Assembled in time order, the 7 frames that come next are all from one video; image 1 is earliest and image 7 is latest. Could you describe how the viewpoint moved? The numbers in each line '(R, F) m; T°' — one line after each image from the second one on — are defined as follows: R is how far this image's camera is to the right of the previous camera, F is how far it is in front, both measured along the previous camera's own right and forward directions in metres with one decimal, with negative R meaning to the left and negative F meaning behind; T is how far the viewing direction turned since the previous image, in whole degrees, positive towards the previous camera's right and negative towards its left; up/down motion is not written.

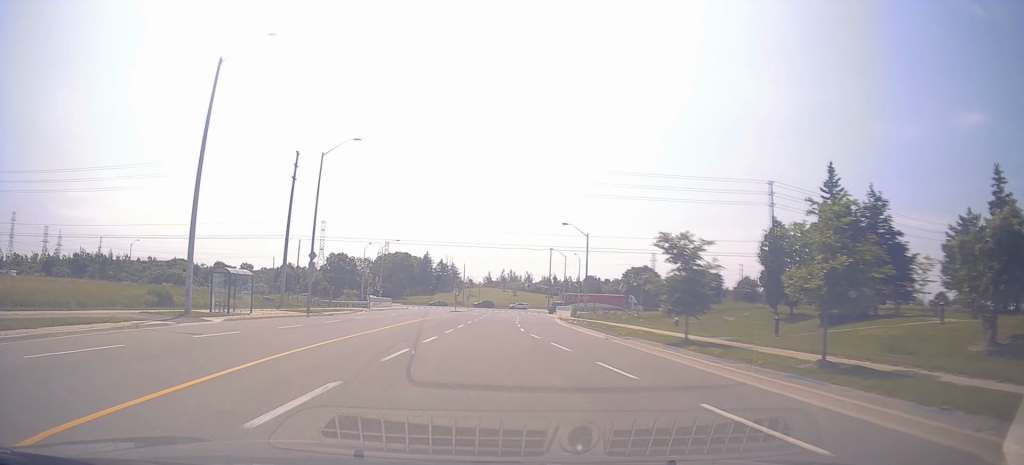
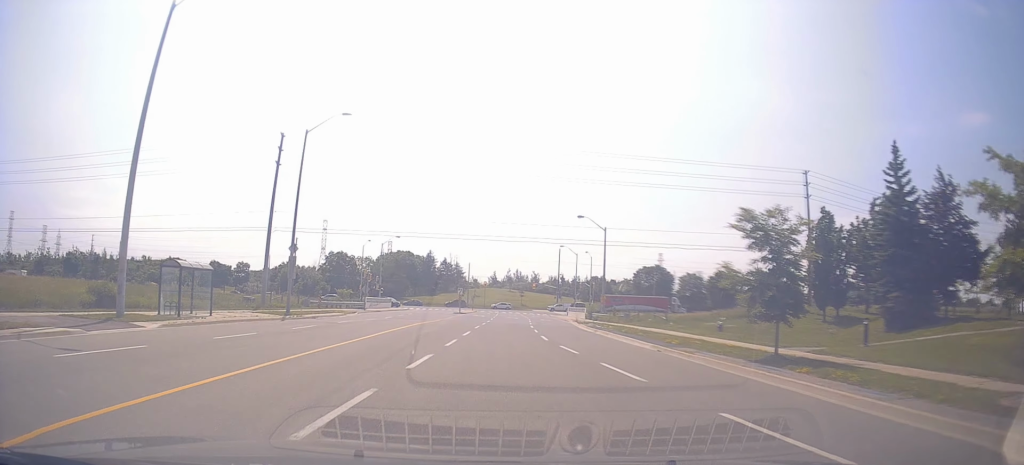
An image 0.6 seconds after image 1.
(0.0, +5.8) m; 0°
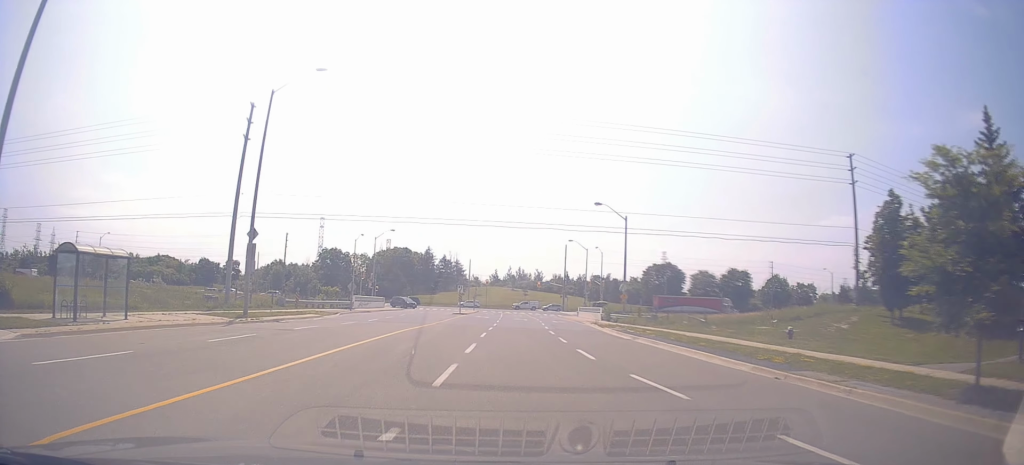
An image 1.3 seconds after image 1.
(-0.1, +7.5) m; 0°
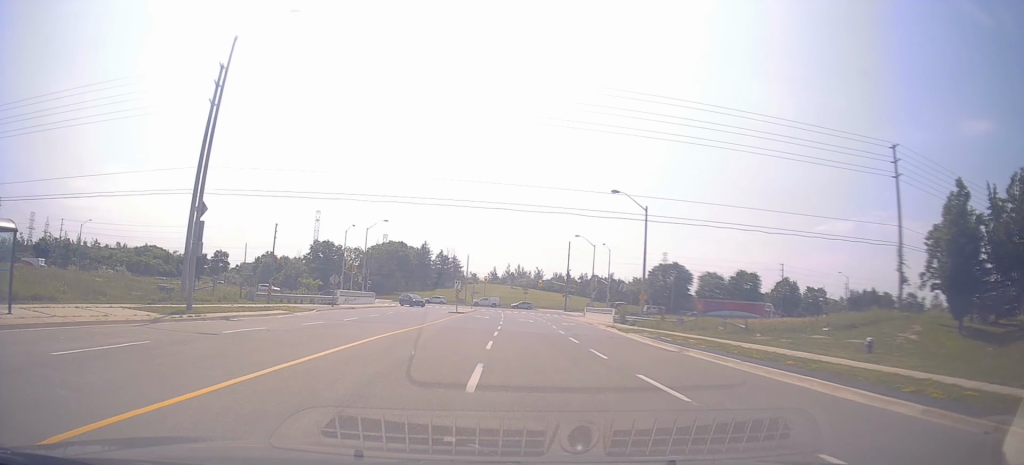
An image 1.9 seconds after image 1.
(+0.1, +6.4) m; 0°
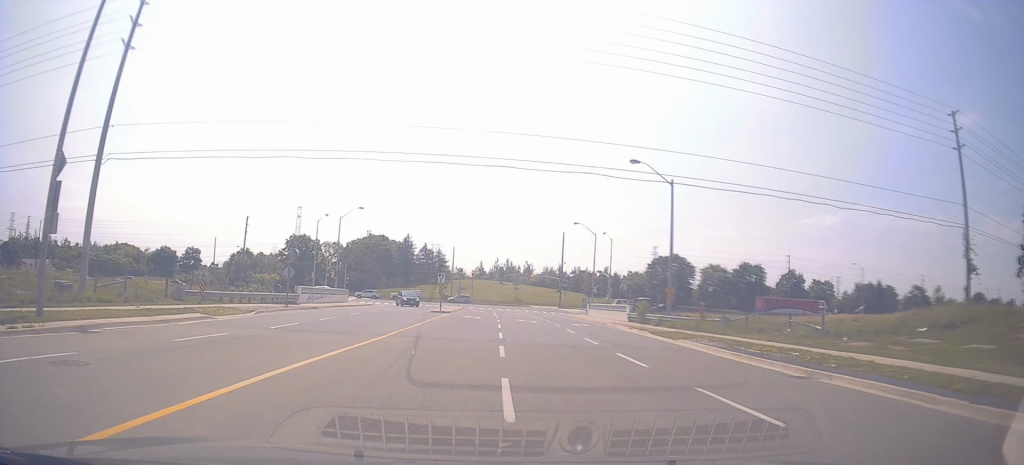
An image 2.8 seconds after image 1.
(0.0, +9.3) m; +2°
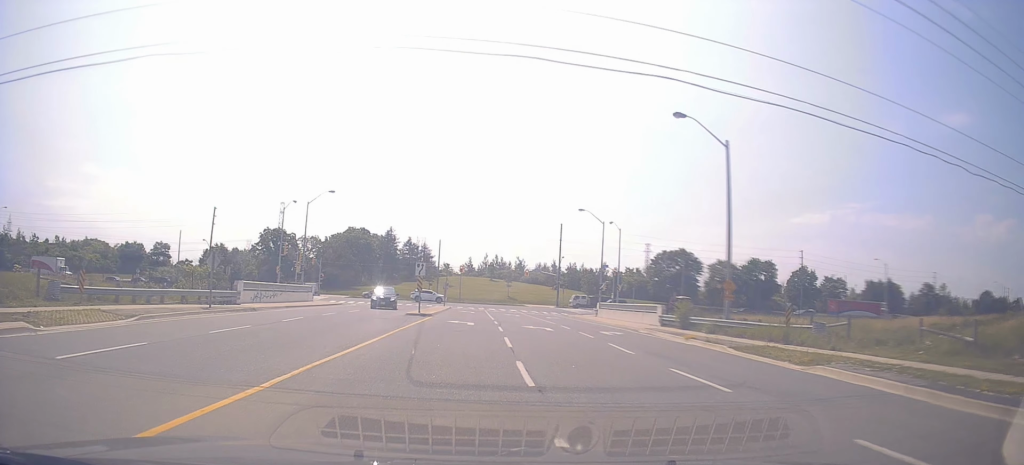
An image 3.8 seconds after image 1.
(+0.3, +10.6) m; +2°
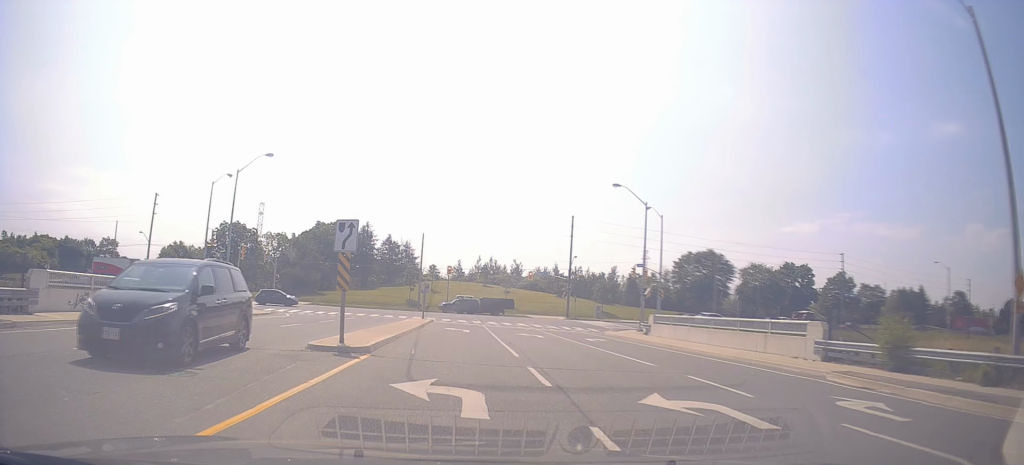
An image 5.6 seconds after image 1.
(-0.1, +19.4) m; -1°
